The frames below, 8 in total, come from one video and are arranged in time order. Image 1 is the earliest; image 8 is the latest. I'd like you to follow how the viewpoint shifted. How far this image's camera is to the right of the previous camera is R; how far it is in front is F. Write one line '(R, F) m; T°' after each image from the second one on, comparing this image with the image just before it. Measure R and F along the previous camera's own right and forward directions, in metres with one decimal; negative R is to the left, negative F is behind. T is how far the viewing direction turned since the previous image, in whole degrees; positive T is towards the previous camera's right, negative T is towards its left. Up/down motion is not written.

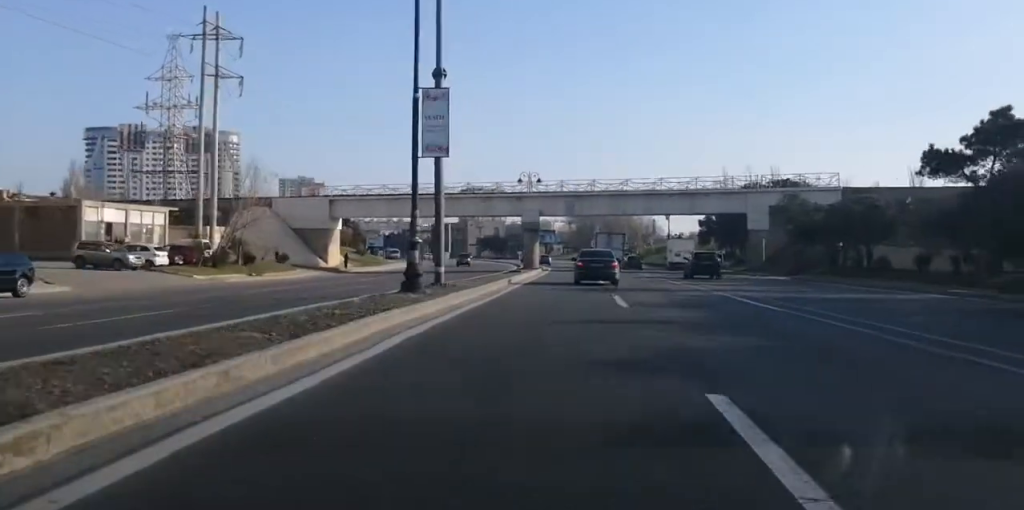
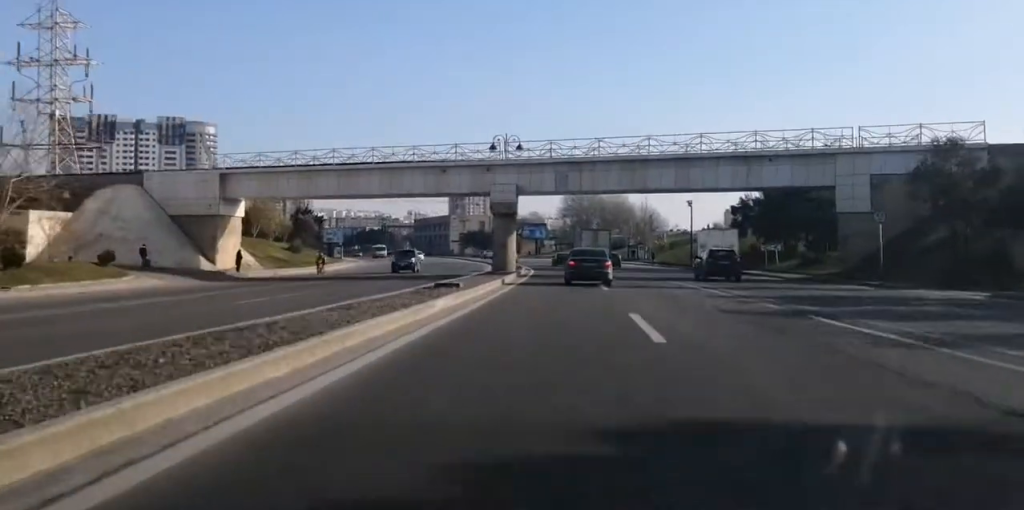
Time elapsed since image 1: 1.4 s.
(+0.5, +28.9) m; +1°
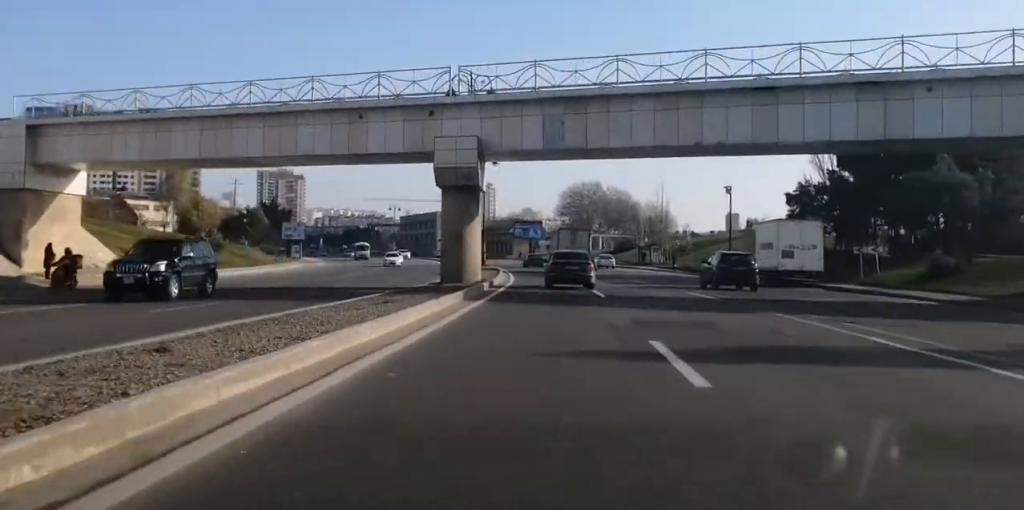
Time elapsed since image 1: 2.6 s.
(-0.2, +24.7) m; -1°
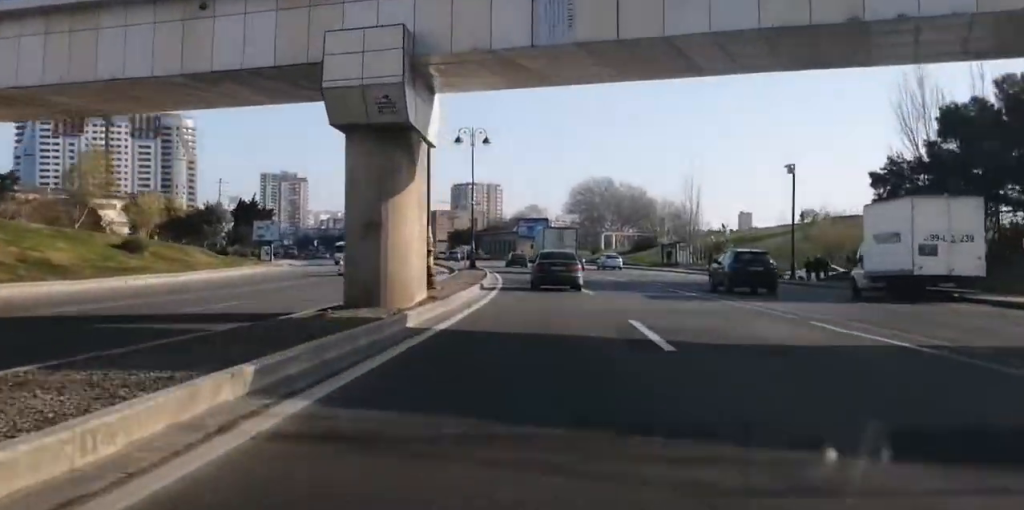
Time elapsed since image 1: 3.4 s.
(-0.2, +17.4) m; -1°
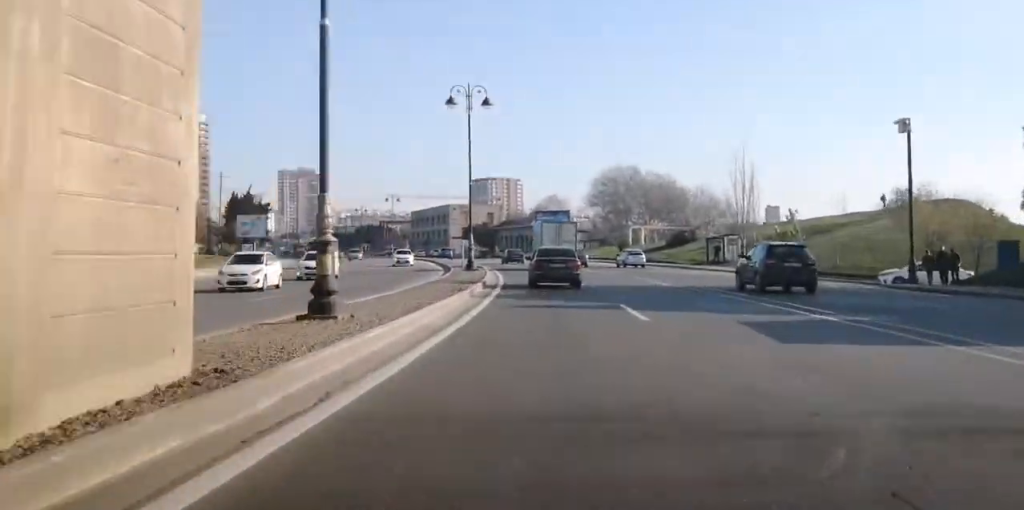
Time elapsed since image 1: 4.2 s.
(0.0, +15.1) m; -1°
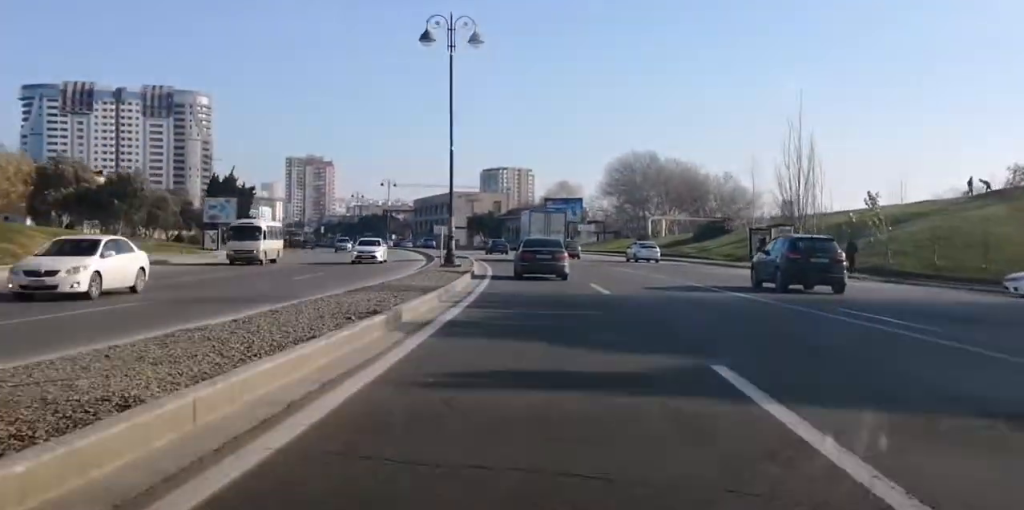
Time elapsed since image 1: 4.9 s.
(-0.2, +13.4) m; -1°
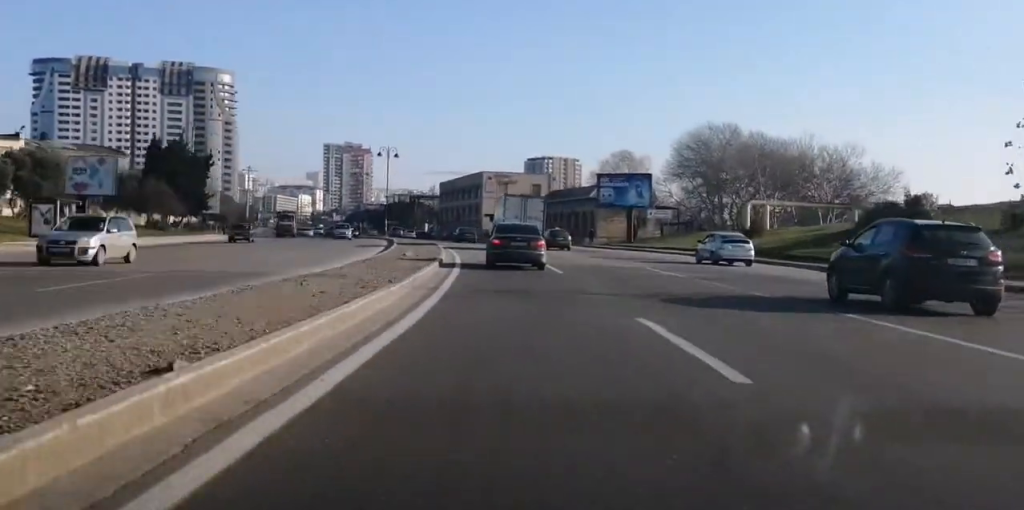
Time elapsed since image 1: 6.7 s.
(-0.8, +36.4) m; -4°
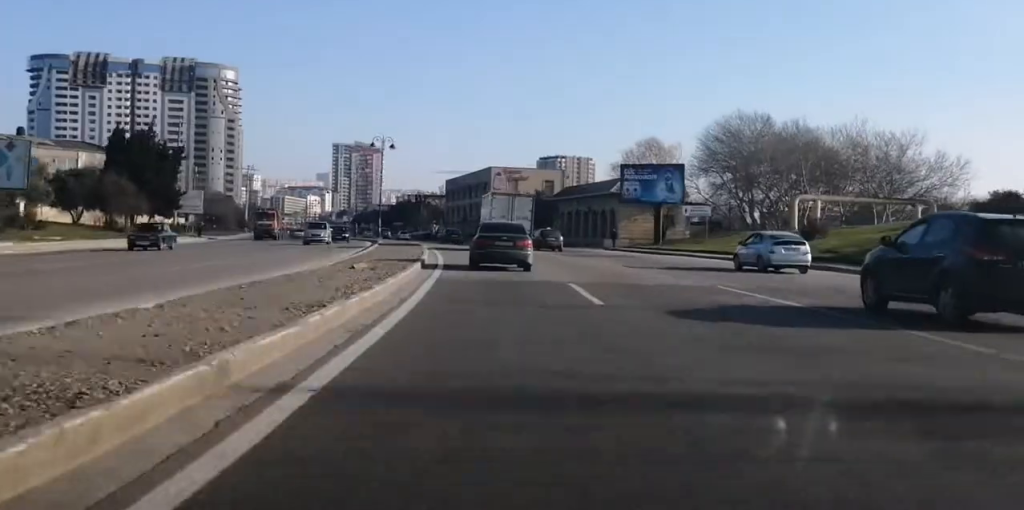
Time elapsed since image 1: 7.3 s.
(0.0, +11.8) m; -2°
